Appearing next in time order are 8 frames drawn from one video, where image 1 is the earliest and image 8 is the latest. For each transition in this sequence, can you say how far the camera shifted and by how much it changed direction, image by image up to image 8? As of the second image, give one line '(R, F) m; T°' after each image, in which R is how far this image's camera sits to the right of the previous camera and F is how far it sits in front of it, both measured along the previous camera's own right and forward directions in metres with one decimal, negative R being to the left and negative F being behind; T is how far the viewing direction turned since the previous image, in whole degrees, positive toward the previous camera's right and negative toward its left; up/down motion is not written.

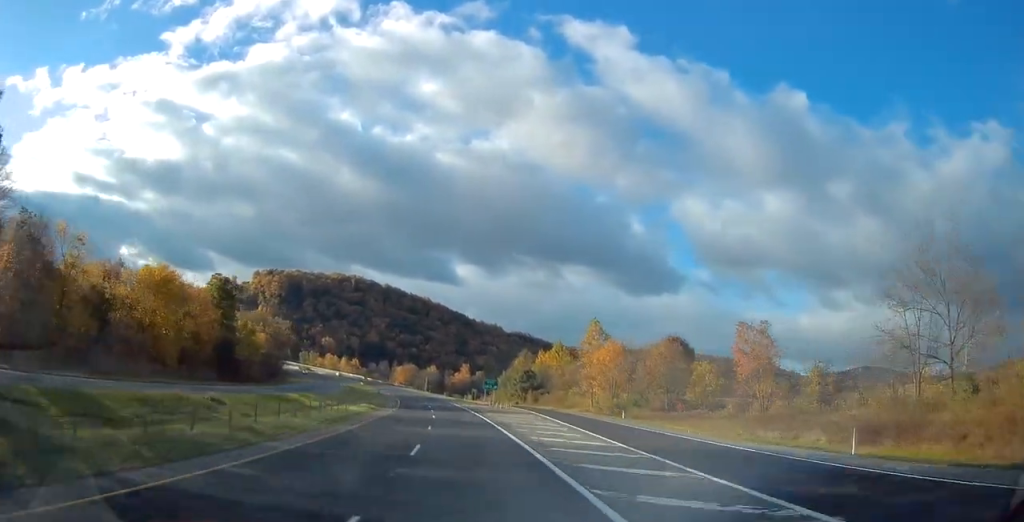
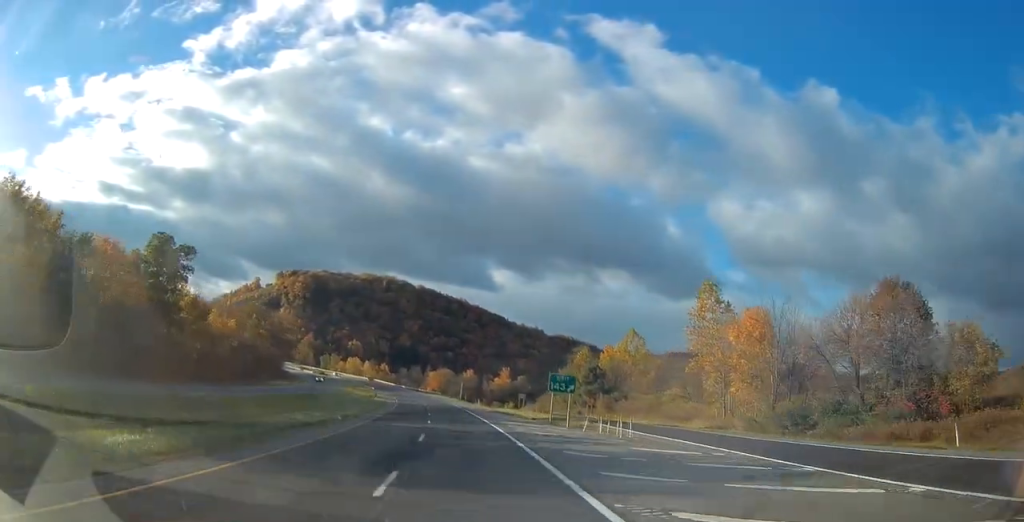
(-1.4, +43.2) m; -4°
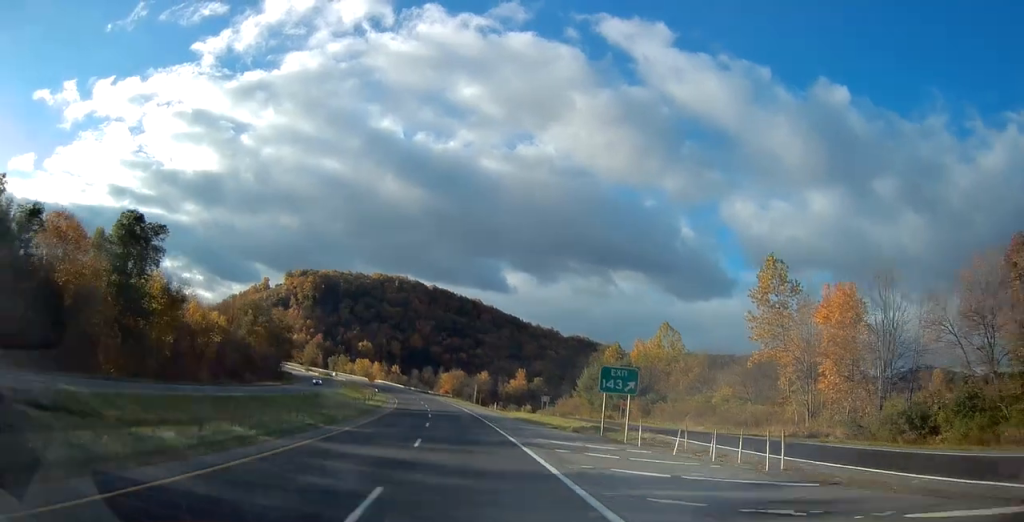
(+0.1, +14.4) m; -1°
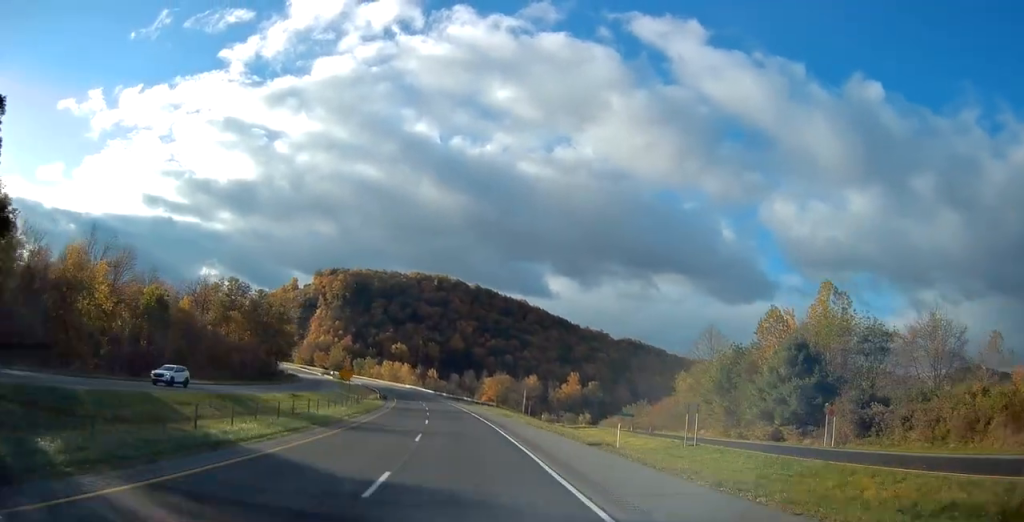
(-2.3, +46.0) m; -5°
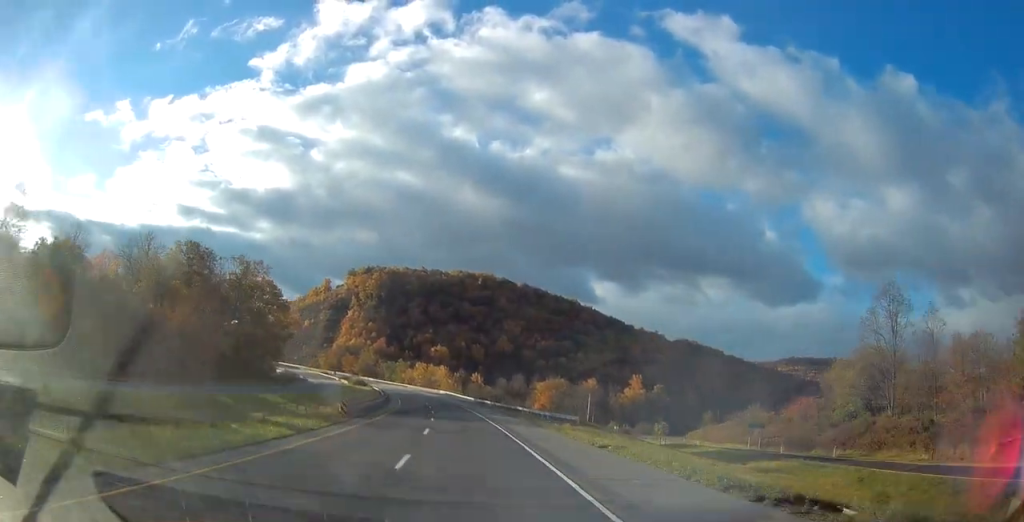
(-1.5, +44.1) m; -5°
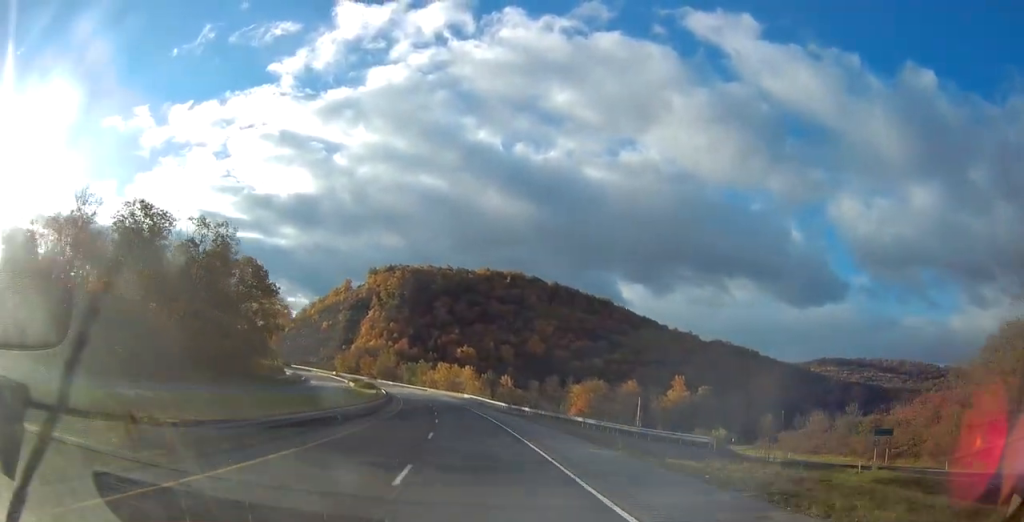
(-0.8, +26.9) m; -3°
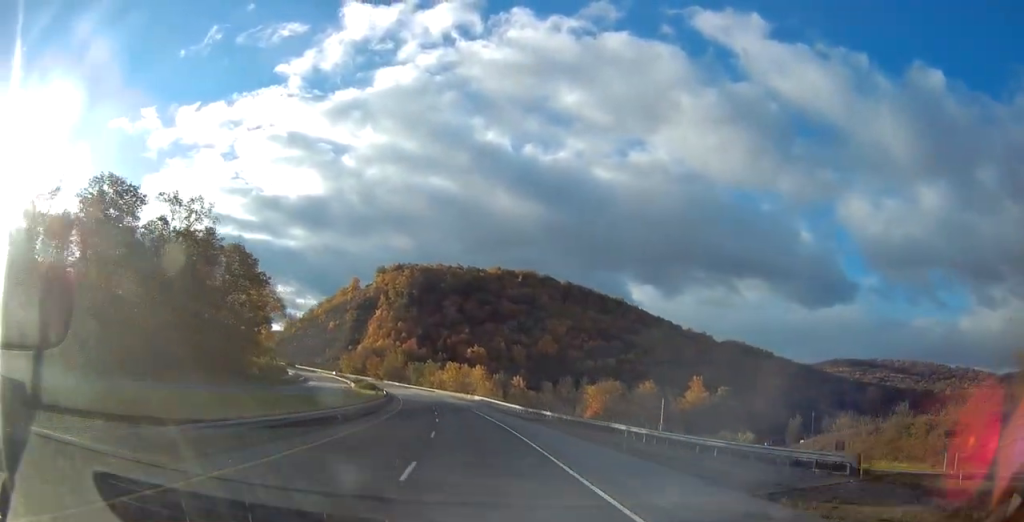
(-0.1, +11.5) m; -1°
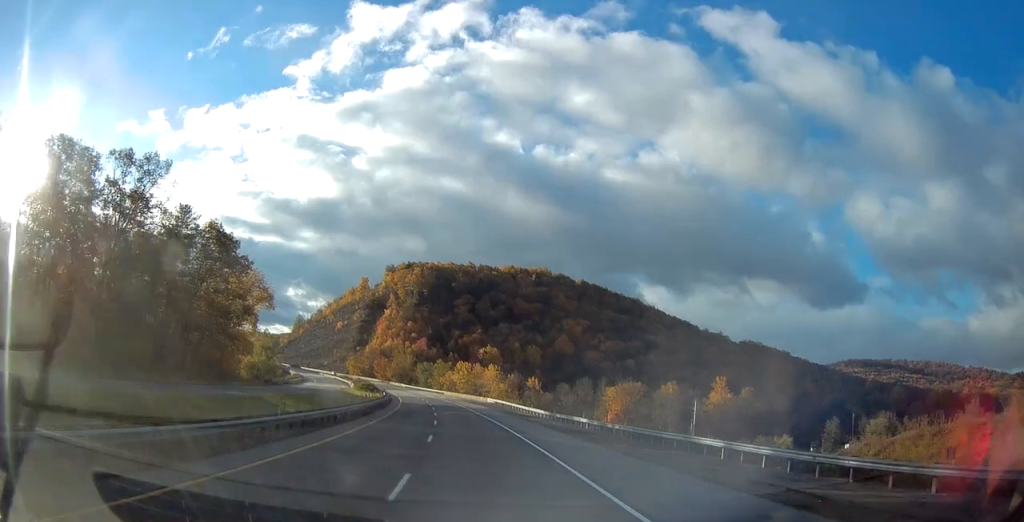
(+0.1, +14.4) m; -1°
